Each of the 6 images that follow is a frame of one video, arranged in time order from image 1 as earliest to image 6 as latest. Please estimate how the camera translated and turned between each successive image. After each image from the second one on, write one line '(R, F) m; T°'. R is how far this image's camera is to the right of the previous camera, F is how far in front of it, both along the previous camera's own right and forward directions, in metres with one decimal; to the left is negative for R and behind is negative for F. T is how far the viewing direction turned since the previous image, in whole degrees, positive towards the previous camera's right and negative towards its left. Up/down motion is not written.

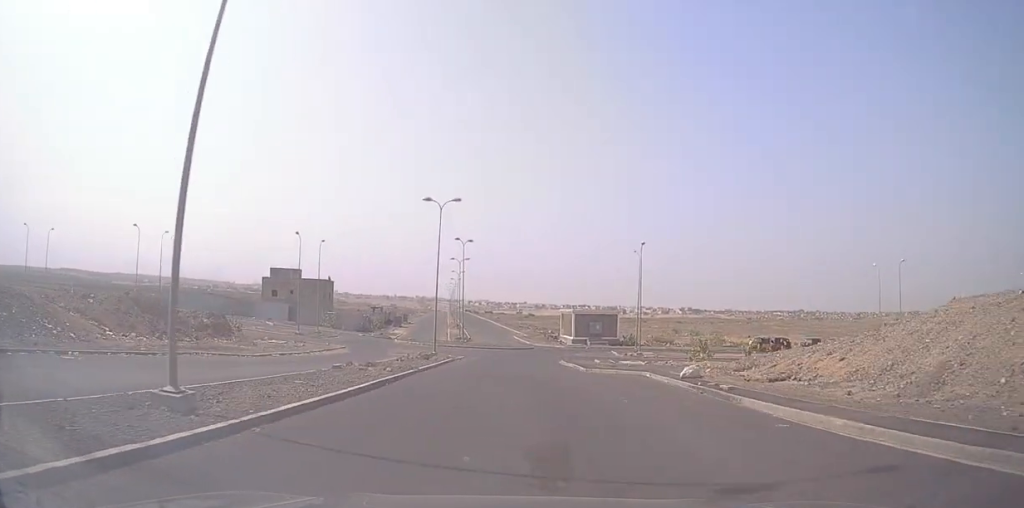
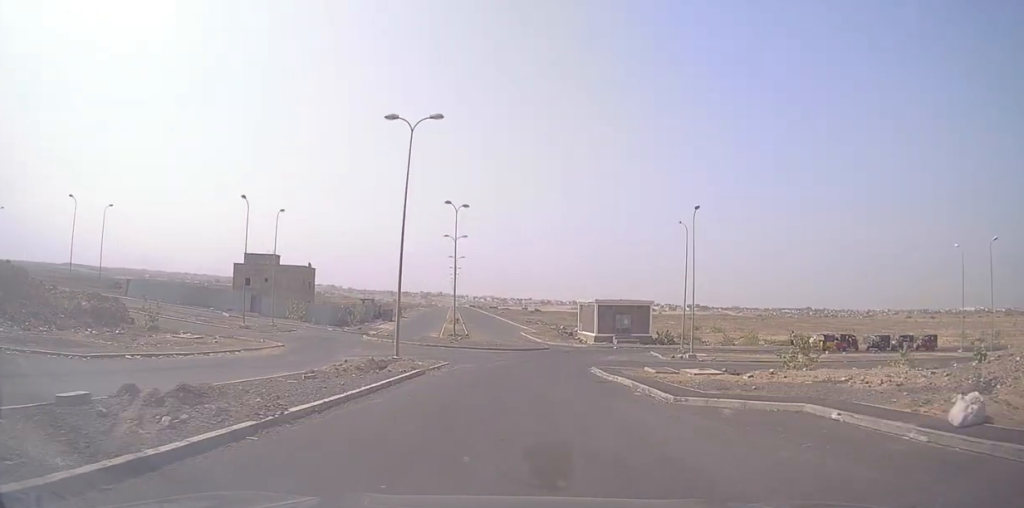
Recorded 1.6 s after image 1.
(0.0, +15.6) m; 0°
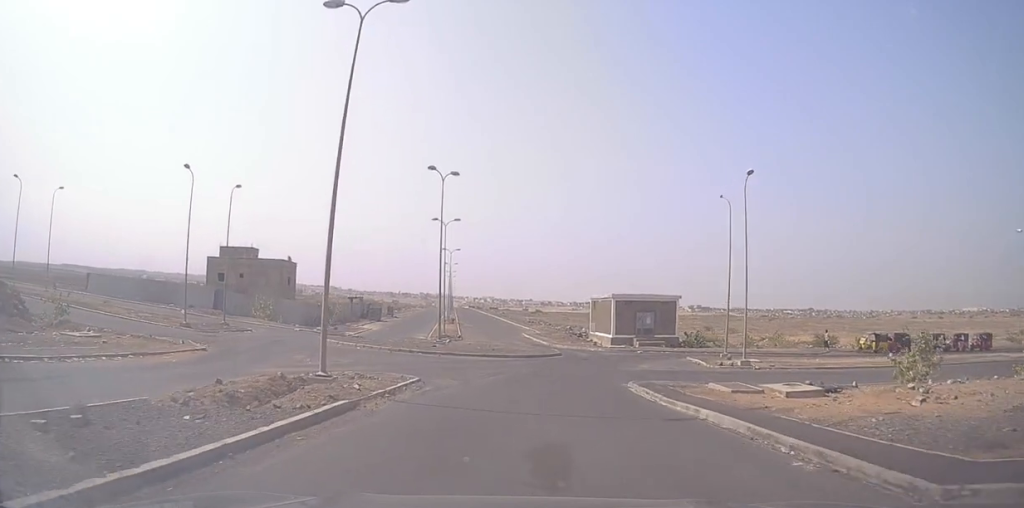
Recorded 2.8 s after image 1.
(+0.1, +10.8) m; +1°
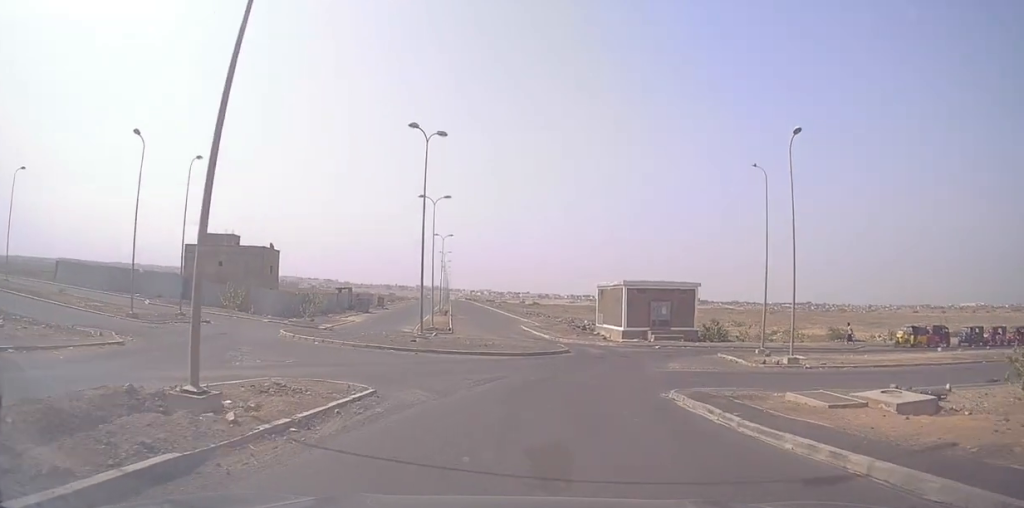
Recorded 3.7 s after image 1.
(+0.1, +6.9) m; -3°
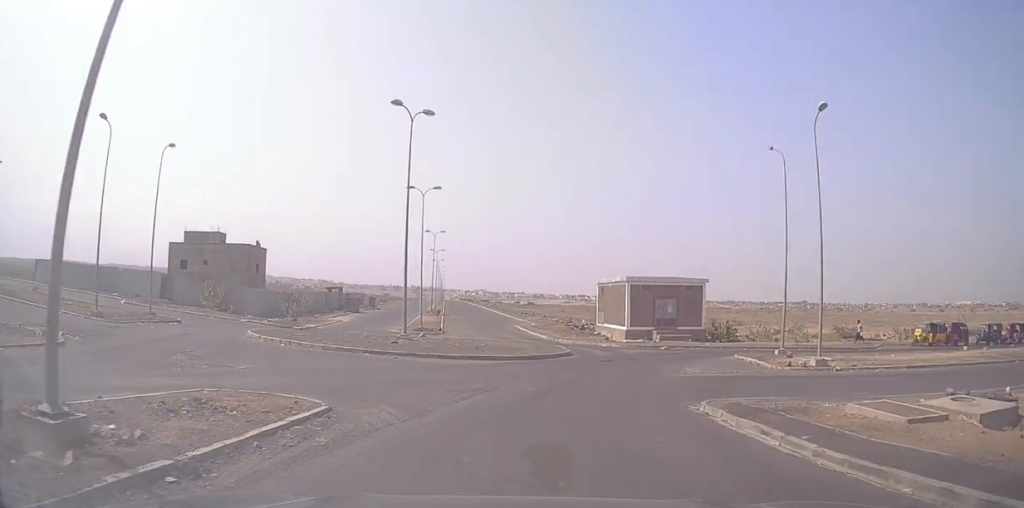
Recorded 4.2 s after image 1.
(-0.1, +3.6) m; 0°
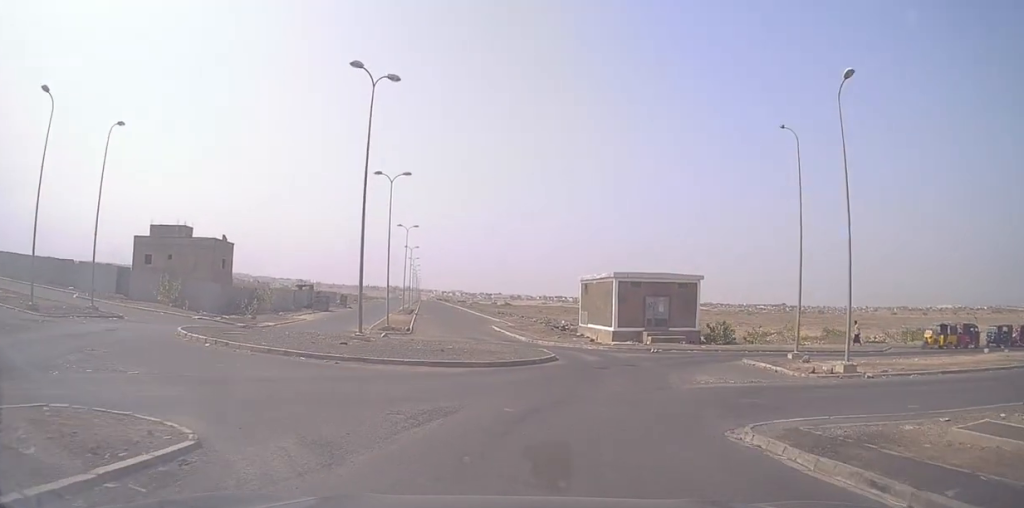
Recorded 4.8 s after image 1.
(-0.3, +4.6) m; +1°
